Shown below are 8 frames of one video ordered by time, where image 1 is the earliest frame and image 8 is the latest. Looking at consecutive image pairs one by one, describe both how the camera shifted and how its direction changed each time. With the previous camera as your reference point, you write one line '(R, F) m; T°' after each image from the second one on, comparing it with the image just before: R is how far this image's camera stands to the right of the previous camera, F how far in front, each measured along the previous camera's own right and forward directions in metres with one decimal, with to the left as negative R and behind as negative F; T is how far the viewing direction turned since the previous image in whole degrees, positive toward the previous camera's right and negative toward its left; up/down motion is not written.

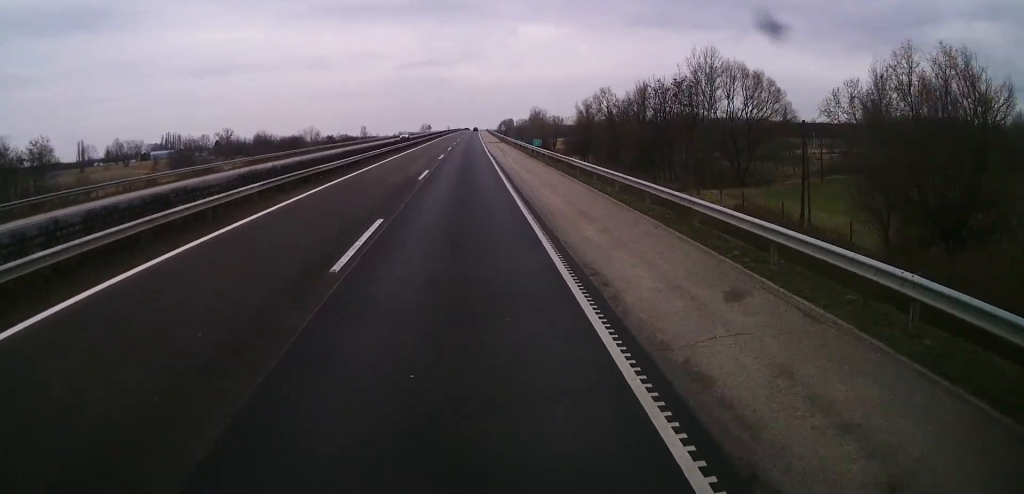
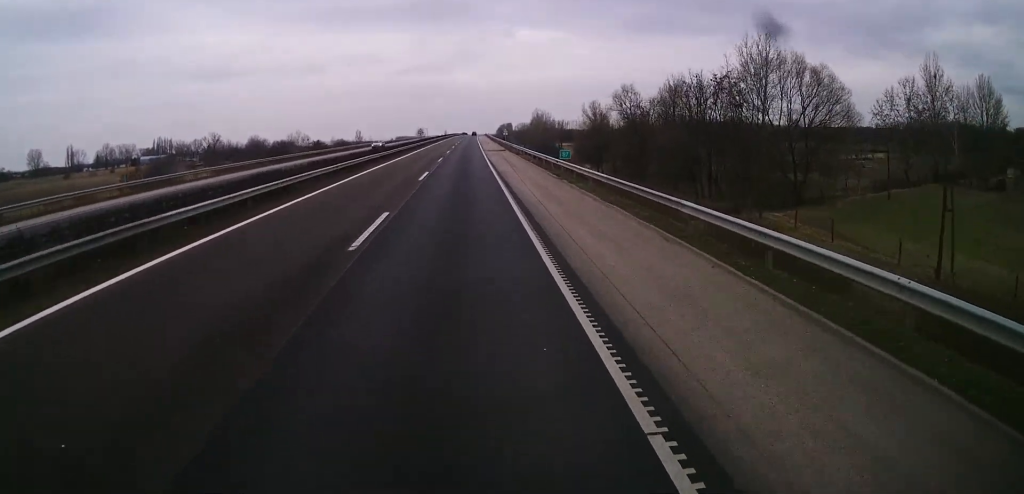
(0.0, +16.1) m; 0°
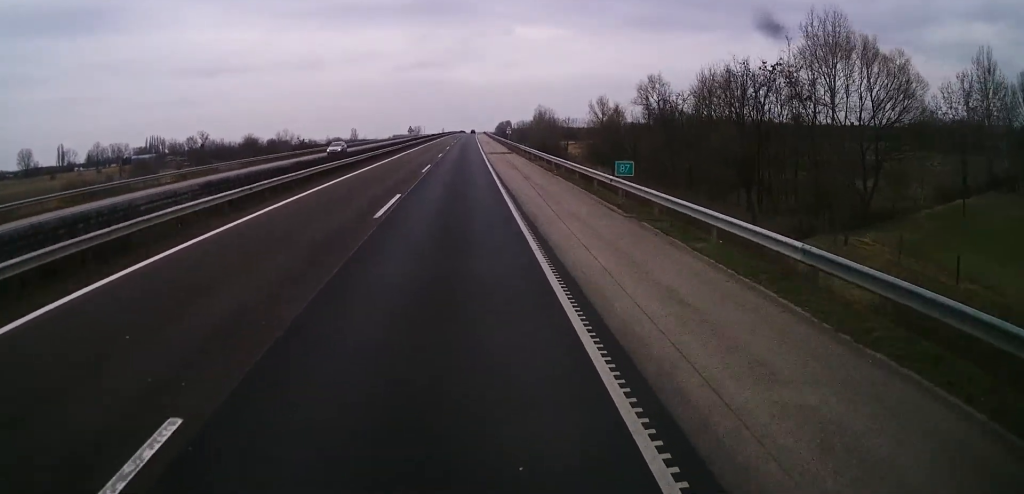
(0.0, +13.8) m; 0°
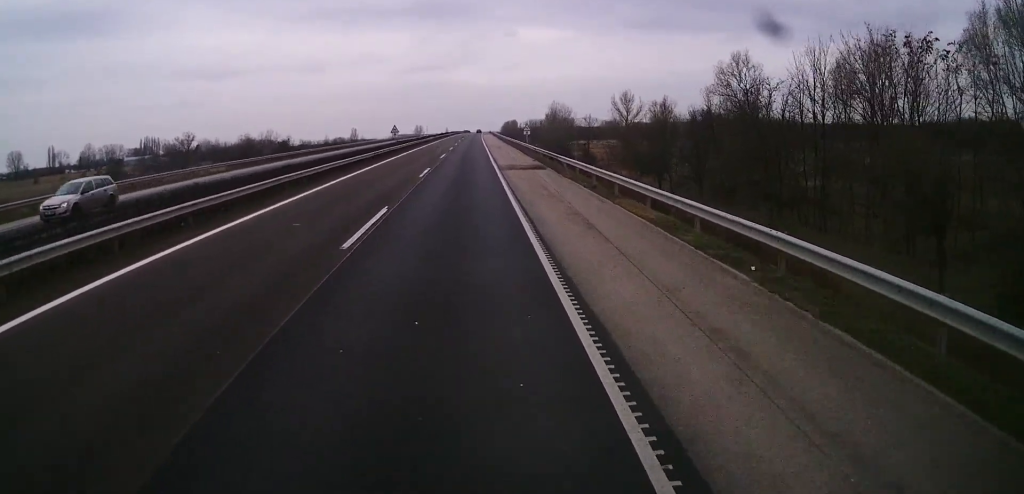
(0.0, +22.9) m; 0°
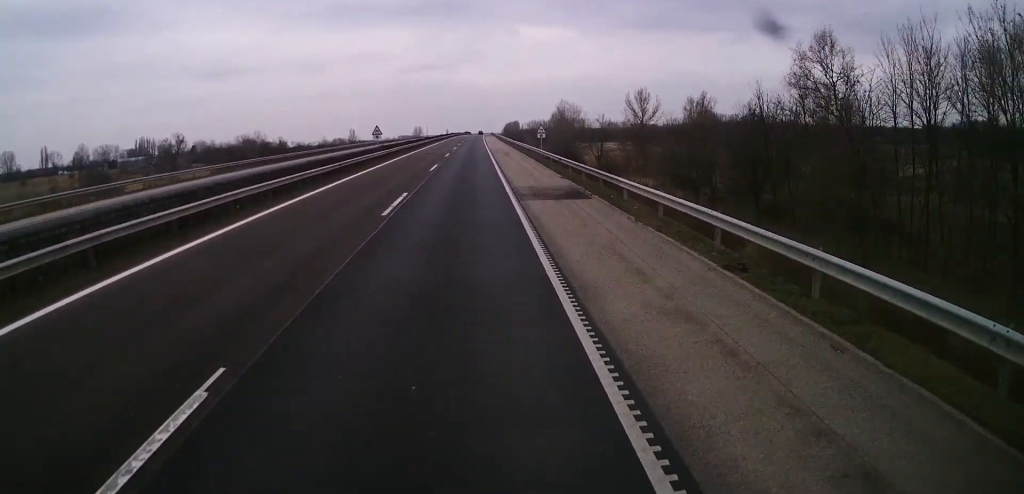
(0.0, +13.0) m; 0°
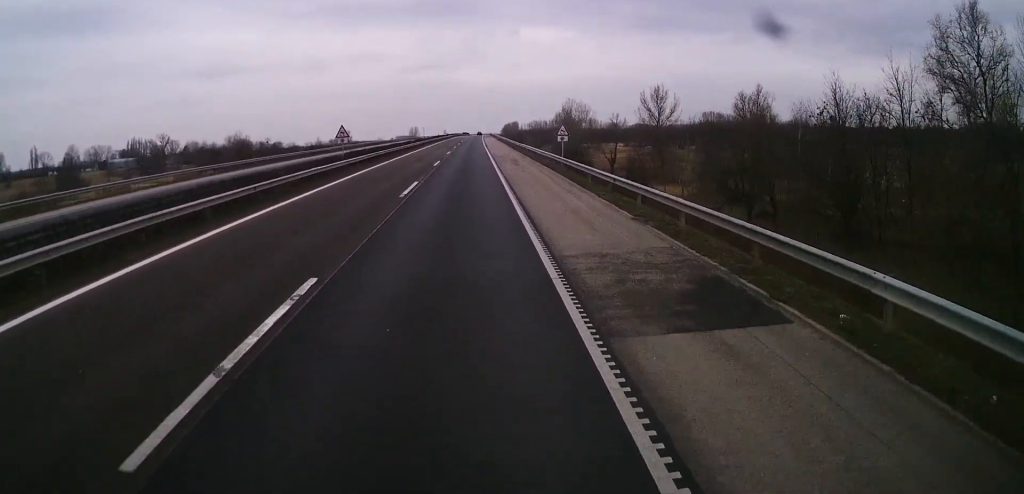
(0.0, +13.8) m; 0°
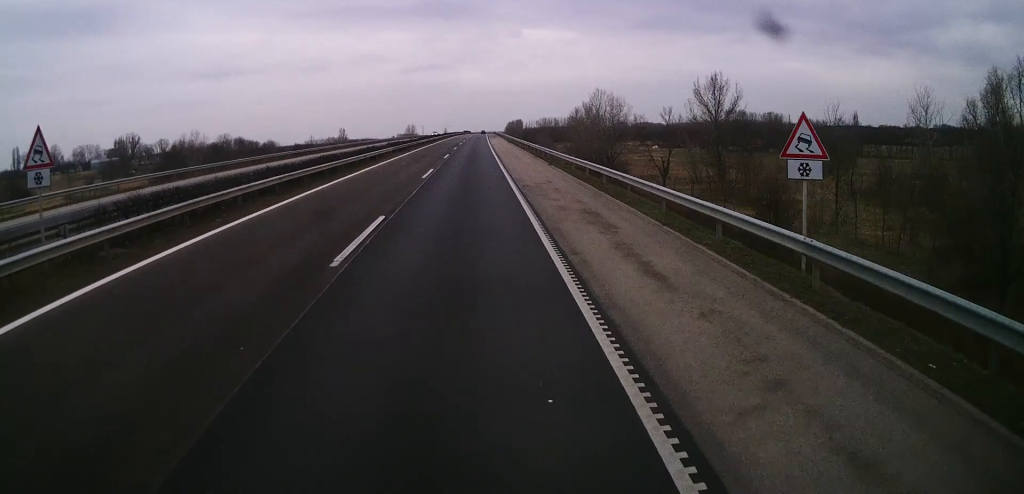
(+0.3, +30.0) m; 0°
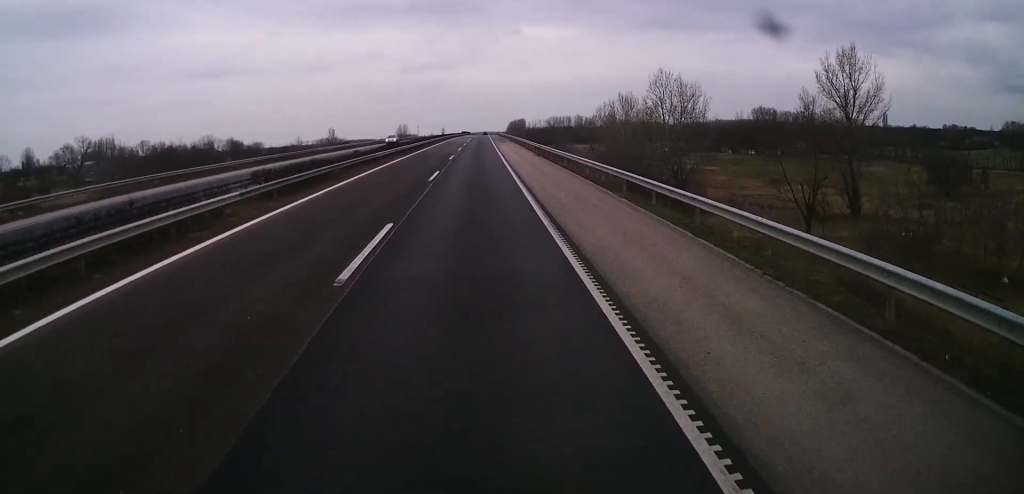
(+0.1, +37.8) m; +1°
